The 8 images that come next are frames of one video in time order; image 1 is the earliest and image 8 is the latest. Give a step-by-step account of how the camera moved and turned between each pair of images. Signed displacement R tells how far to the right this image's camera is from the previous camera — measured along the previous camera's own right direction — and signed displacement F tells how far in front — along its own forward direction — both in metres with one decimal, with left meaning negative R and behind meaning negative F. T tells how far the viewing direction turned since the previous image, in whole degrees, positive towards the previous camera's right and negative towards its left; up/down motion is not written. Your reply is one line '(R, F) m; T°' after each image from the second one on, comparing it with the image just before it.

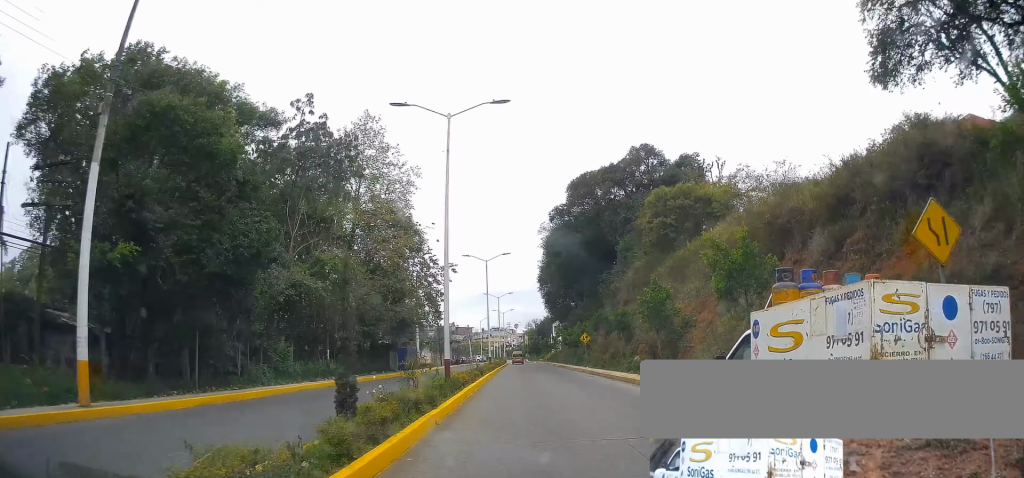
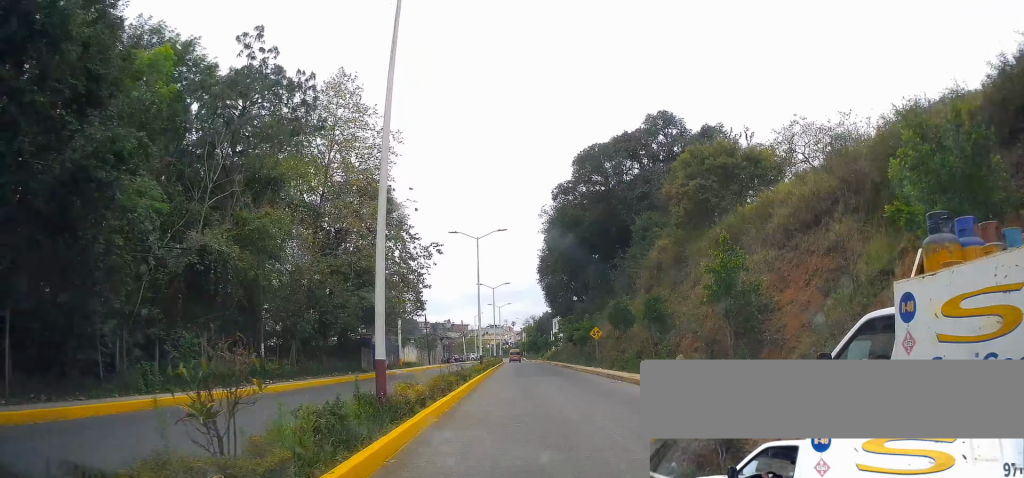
(0.0, +8.8) m; 0°
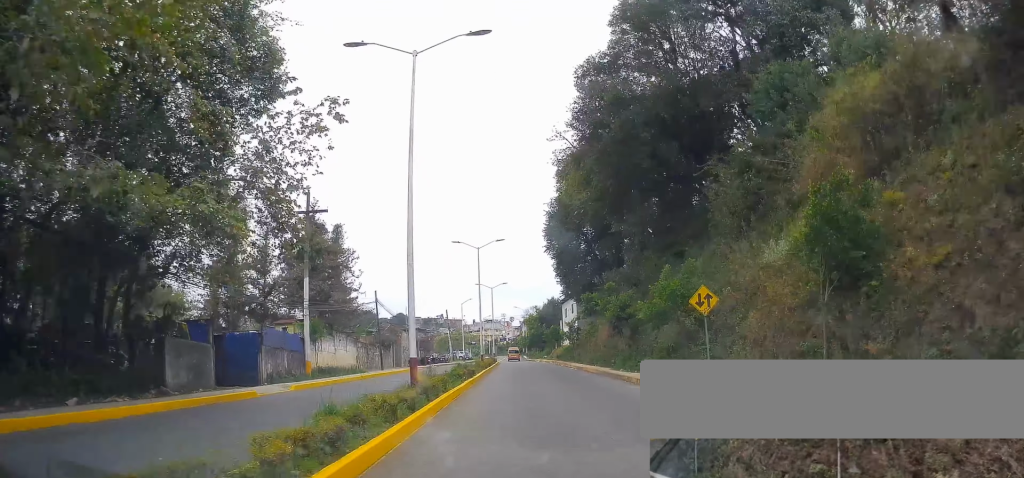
(-0.6, +25.0) m; -1°
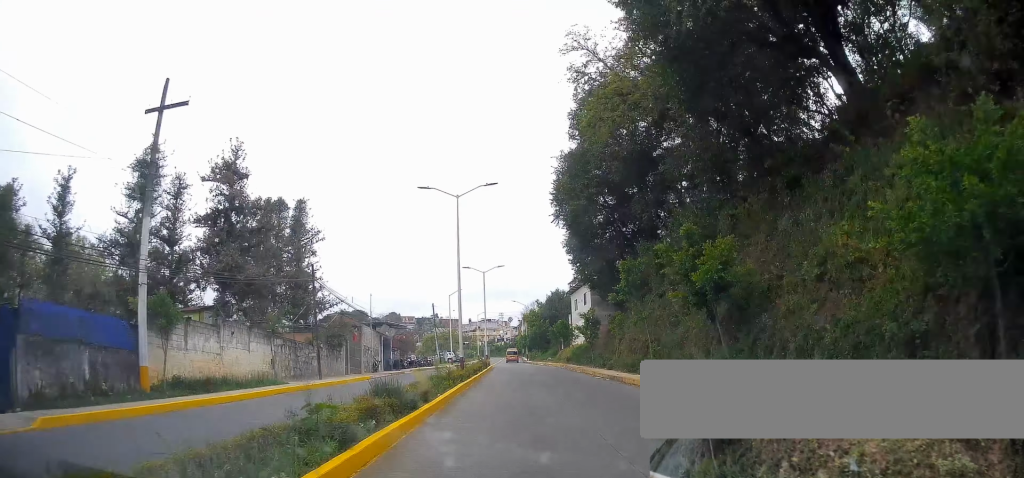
(+0.3, +15.3) m; +2°
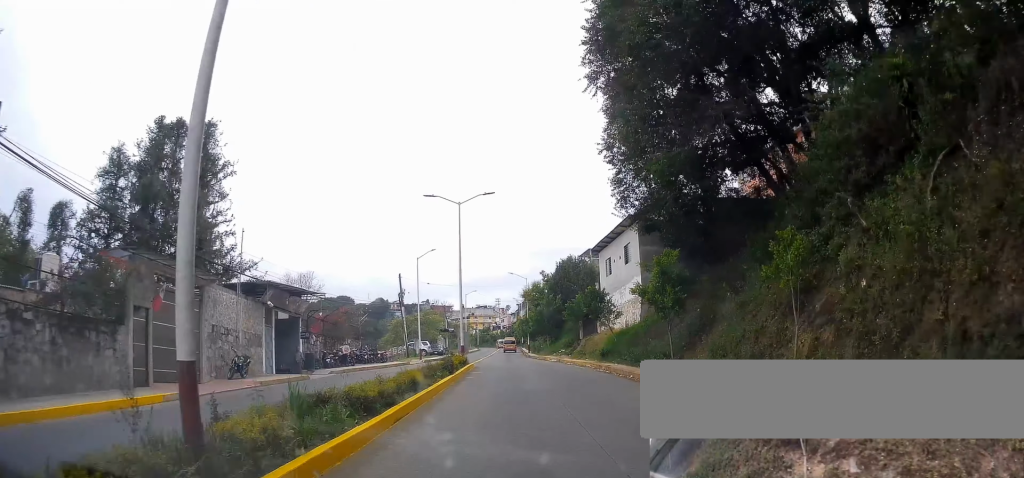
(+0.3, +25.1) m; +1°
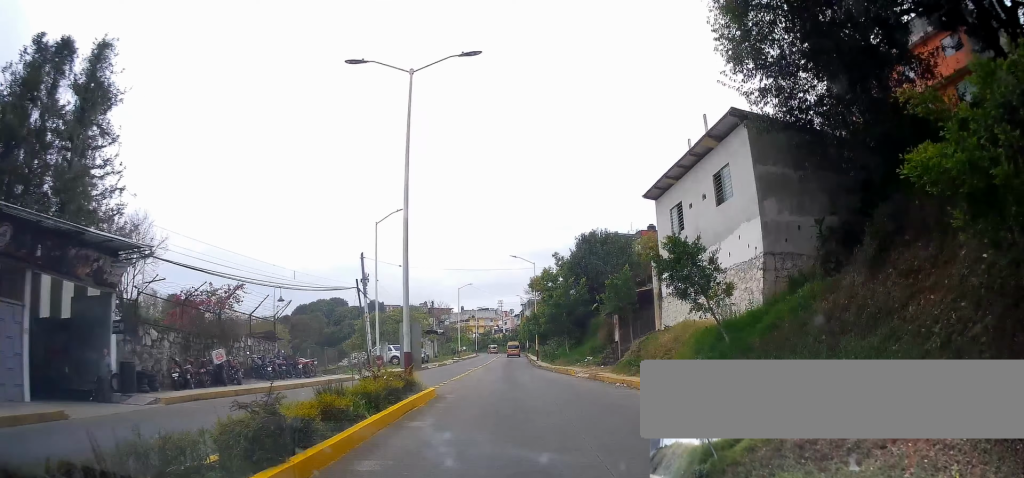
(-0.1, +17.4) m; 0°
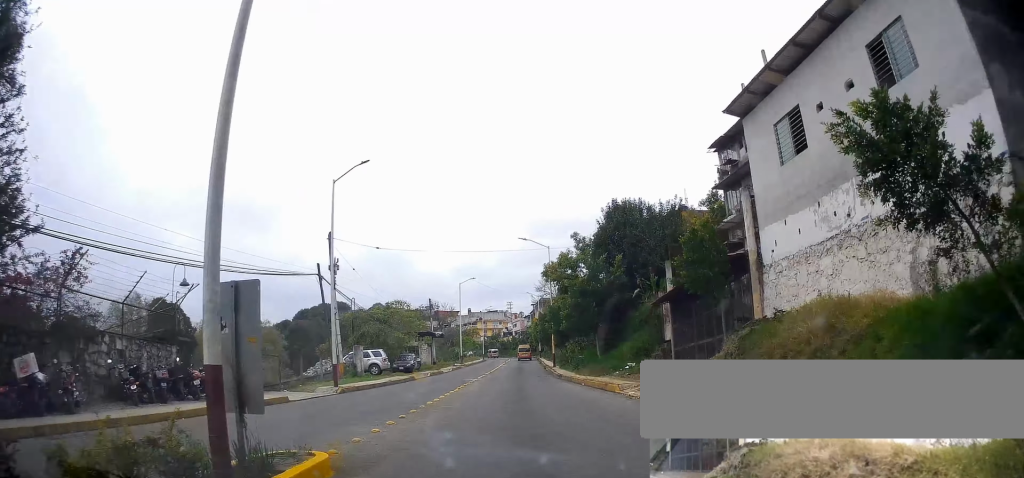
(0.0, +11.3) m; 0°
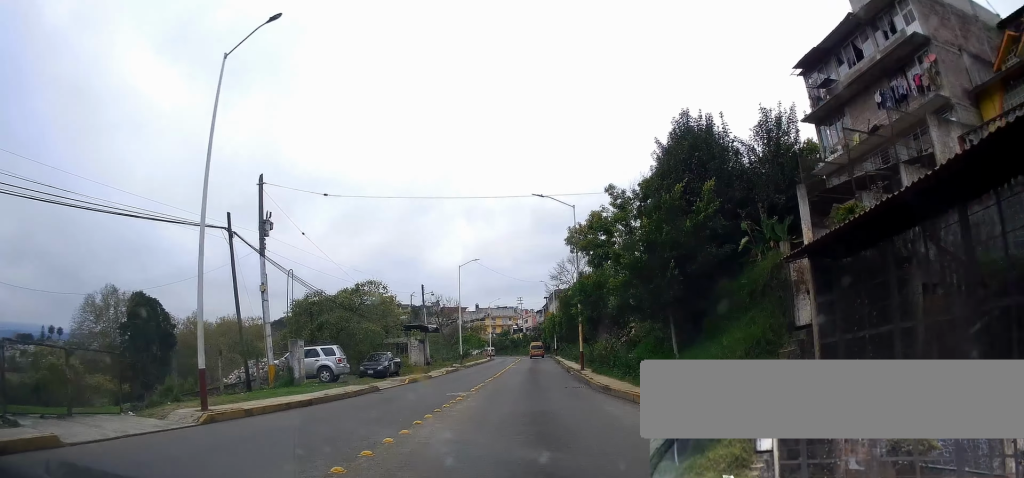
(+0.1, +12.2) m; -1°
